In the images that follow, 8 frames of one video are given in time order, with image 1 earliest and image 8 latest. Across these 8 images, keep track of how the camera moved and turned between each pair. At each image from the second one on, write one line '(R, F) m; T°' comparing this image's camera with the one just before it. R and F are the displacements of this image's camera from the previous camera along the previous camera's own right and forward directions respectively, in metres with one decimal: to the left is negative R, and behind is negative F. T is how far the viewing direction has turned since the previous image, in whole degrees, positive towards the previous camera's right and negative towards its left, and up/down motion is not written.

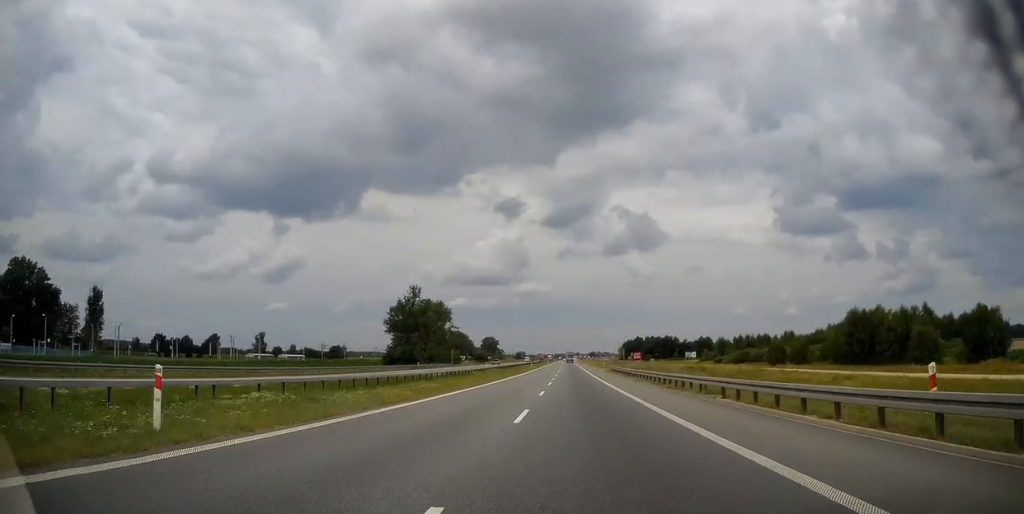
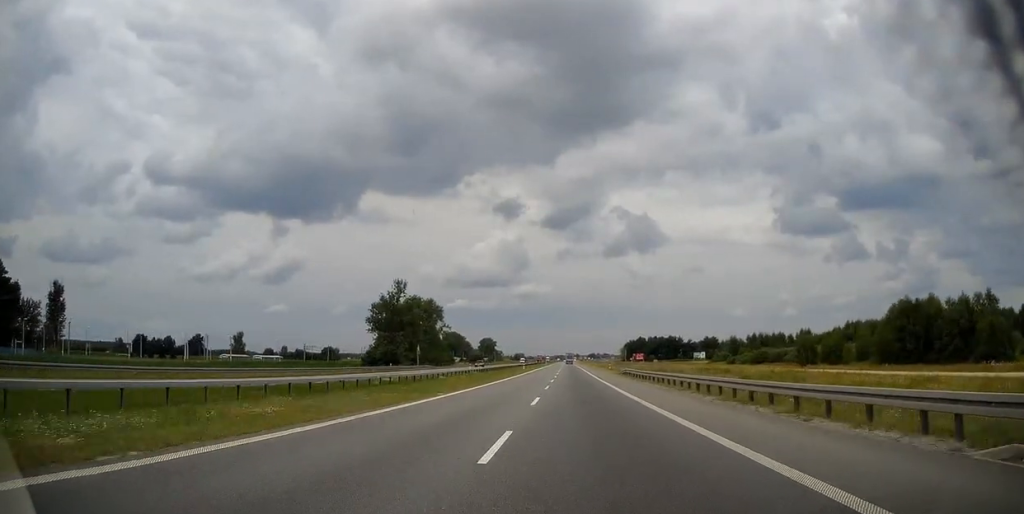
(0.0, +17.5) m; 0°
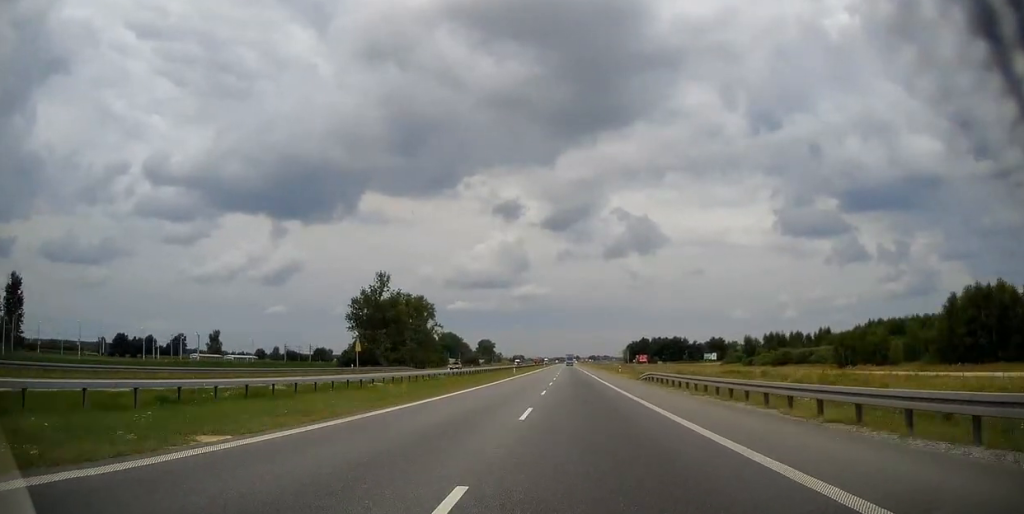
(0.0, +17.5) m; 0°
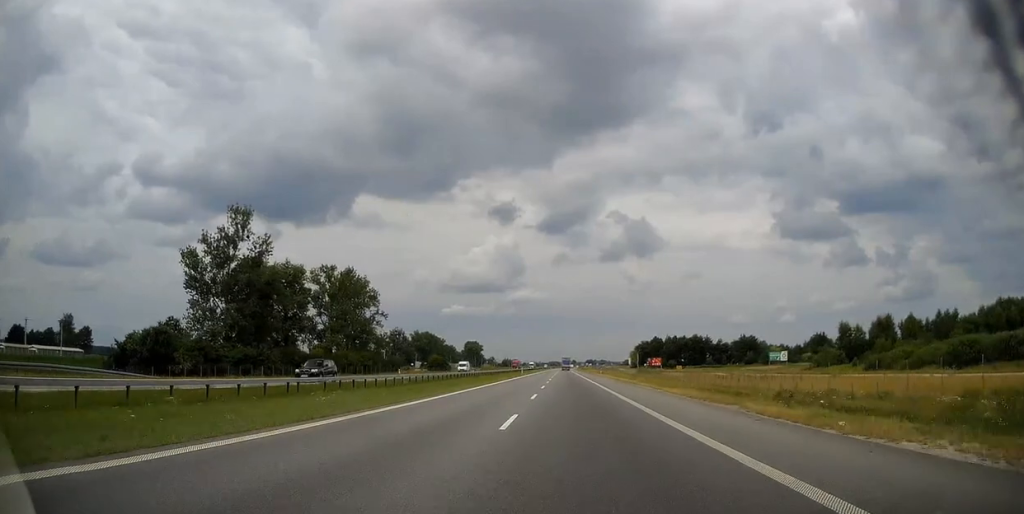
(+0.3, +74.5) m; 0°
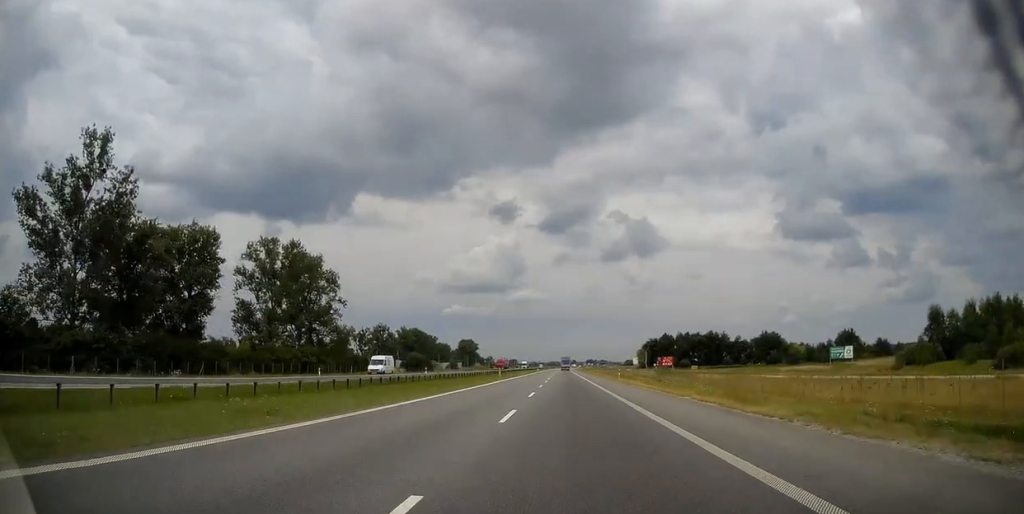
(0.0, +34.7) m; 0°
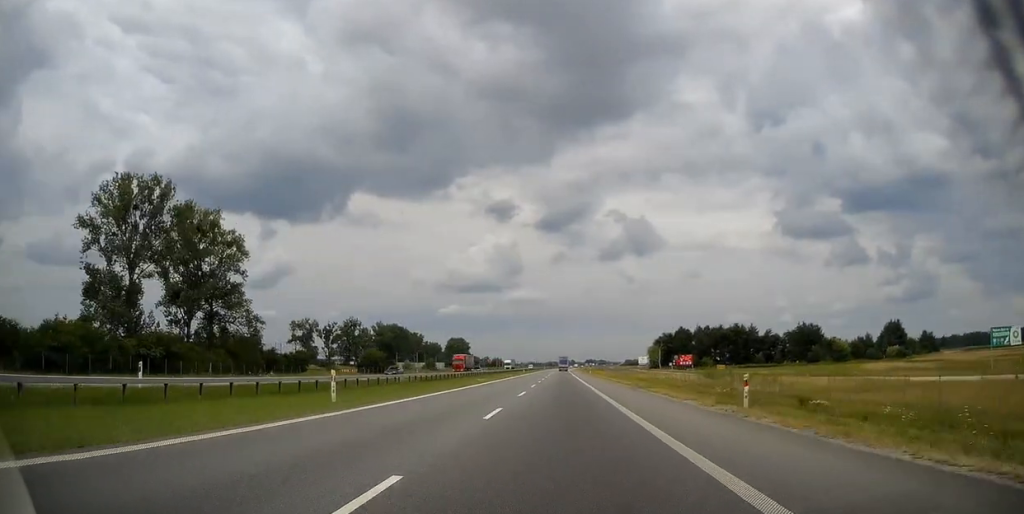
(+0.3, +47.2) m; 0°
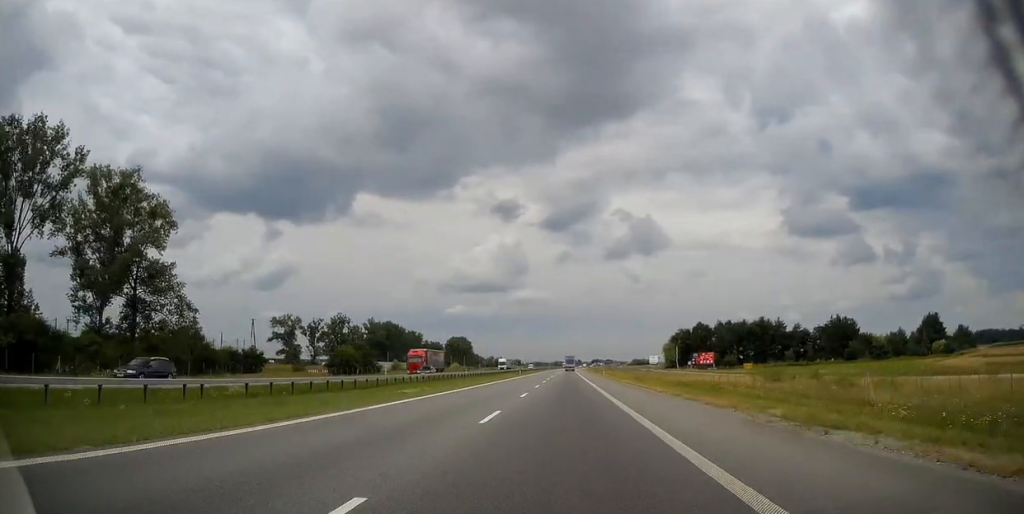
(-0.2, +25.3) m; 0°
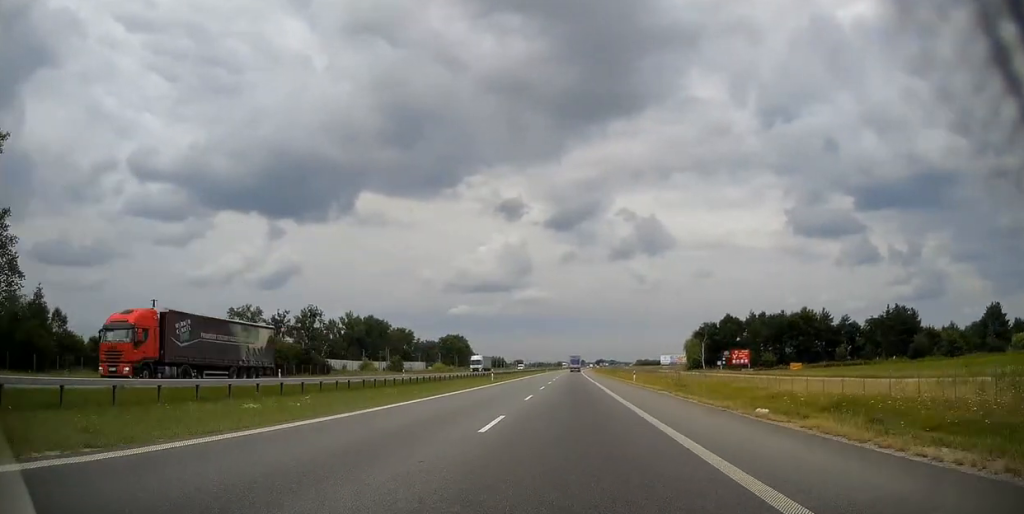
(0.0, +37.8) m; 0°
